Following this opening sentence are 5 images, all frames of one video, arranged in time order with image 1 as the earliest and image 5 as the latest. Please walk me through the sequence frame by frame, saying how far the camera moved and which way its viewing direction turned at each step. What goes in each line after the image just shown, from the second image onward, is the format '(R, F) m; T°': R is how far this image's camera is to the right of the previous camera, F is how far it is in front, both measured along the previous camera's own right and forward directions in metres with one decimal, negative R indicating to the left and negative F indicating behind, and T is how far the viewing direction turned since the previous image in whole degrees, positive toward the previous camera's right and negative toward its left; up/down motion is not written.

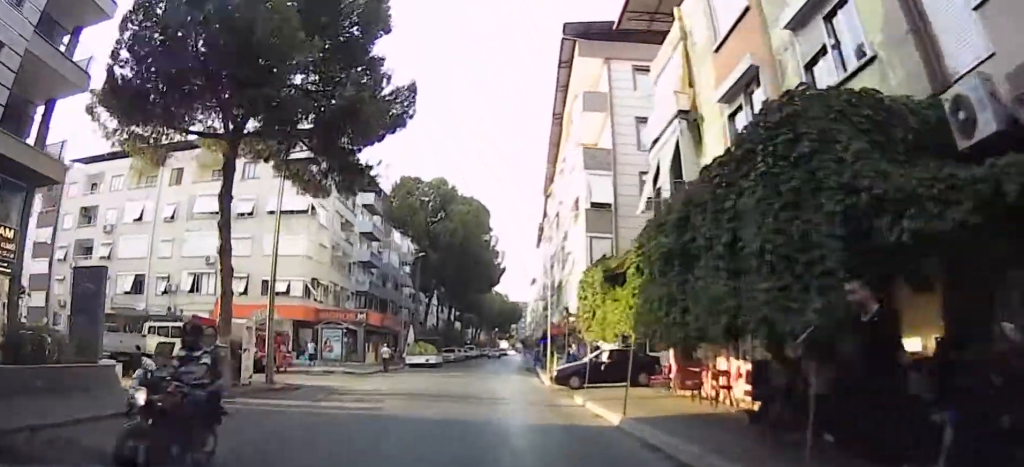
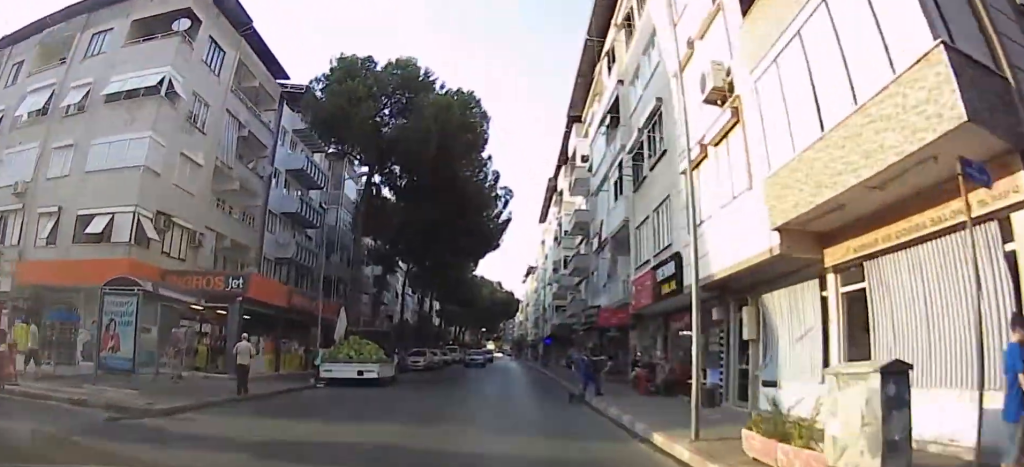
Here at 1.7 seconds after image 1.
(0.0, +23.4) m; 0°
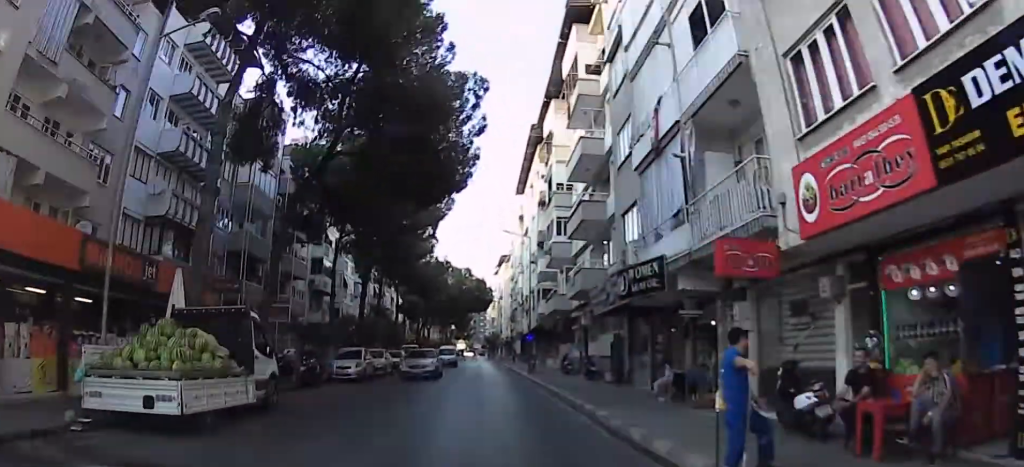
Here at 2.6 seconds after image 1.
(0.0, +13.1) m; -4°
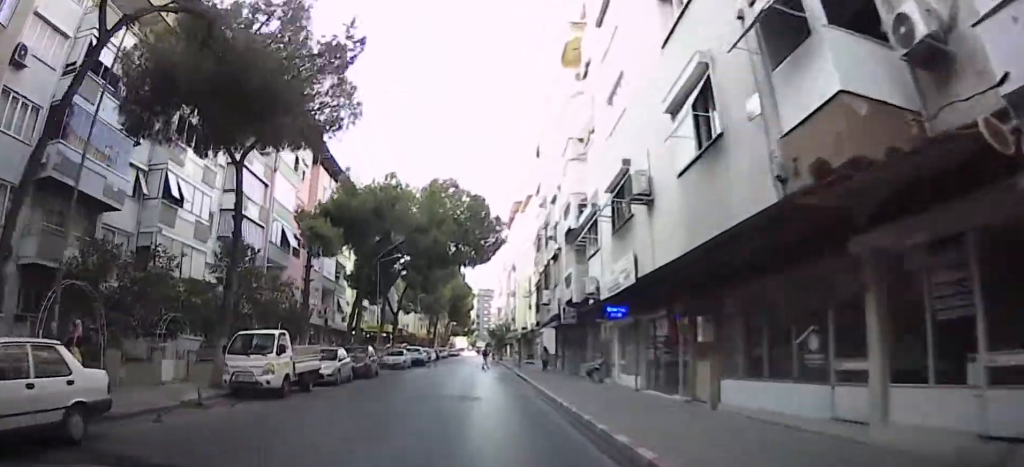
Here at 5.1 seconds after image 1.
(+0.6, +30.6) m; +5°
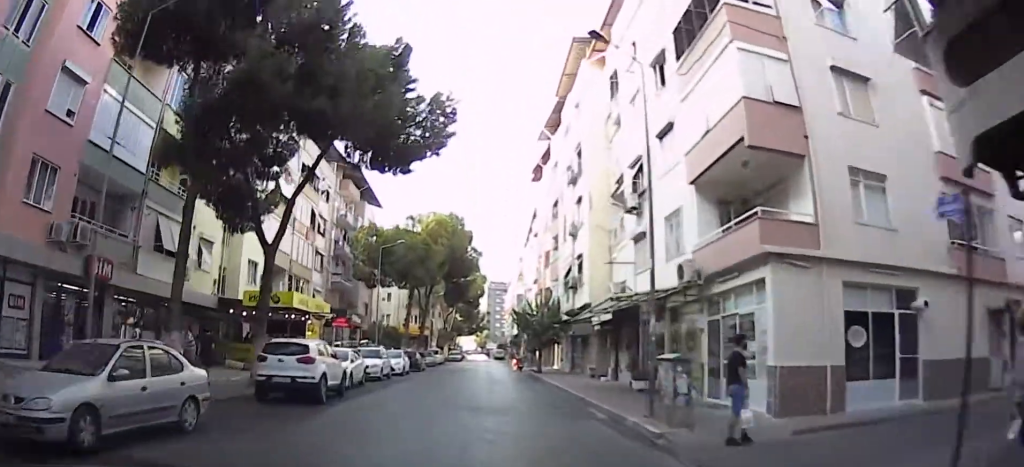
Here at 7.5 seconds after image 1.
(+0.2, +29.9) m; 0°
